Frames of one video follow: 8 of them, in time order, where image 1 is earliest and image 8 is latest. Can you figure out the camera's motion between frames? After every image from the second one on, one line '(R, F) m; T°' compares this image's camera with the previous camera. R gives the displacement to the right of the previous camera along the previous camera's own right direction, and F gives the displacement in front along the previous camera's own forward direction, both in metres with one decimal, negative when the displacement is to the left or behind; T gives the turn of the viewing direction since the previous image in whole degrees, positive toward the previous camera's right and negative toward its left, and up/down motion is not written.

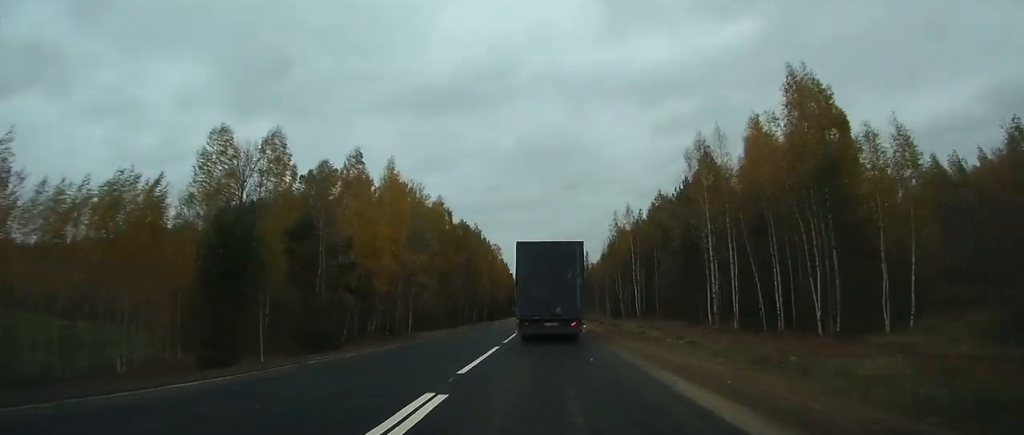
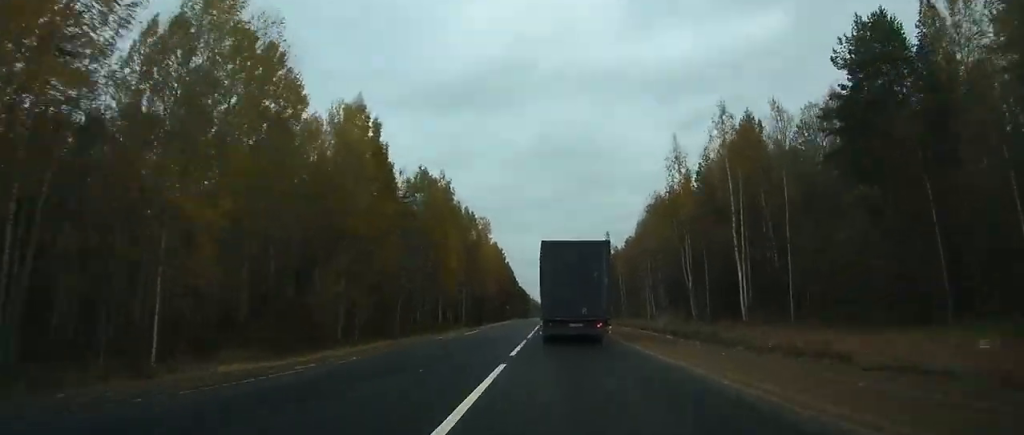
(-0.2, +57.8) m; 0°
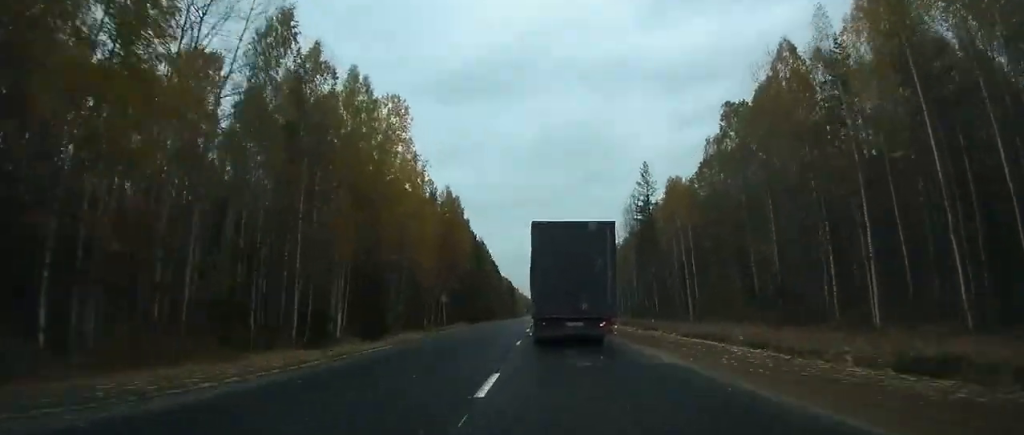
(+1.0, +75.3) m; 0°
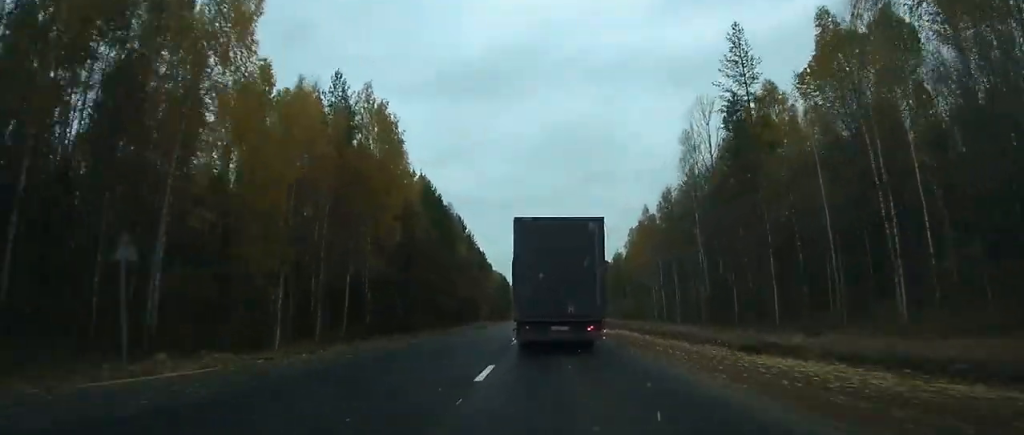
(-1.1, +45.1) m; 0°
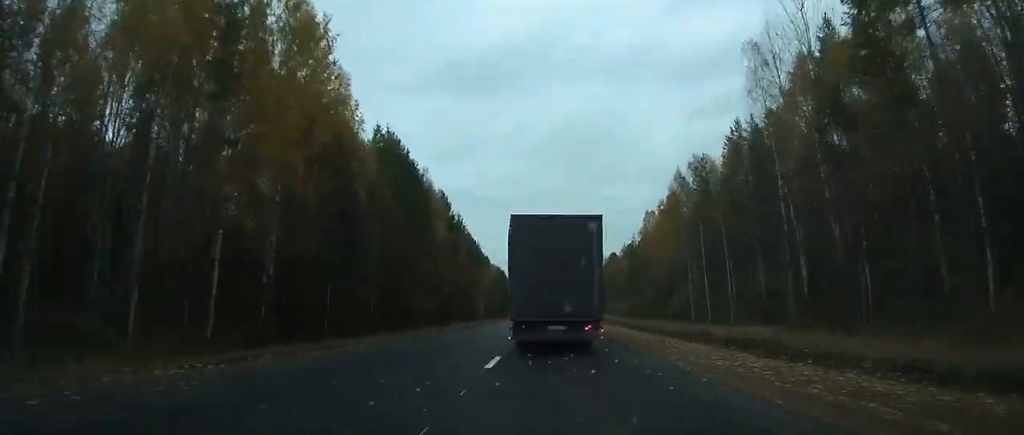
(+0.2, +21.6) m; 0°
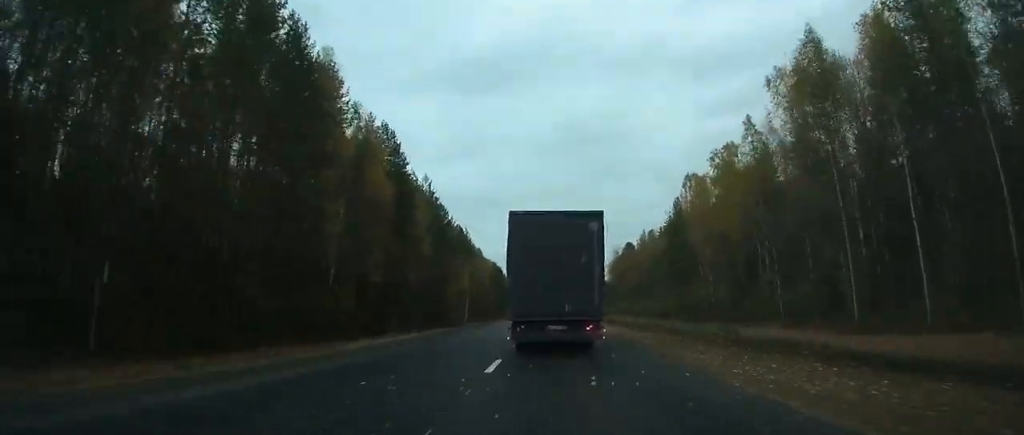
(+0.8, +36.3) m; +1°
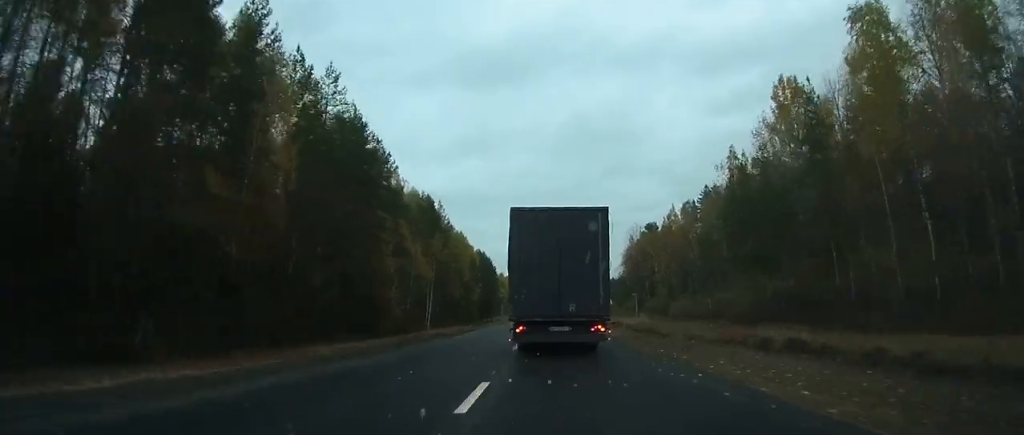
(-0.2, +42.8) m; 0°
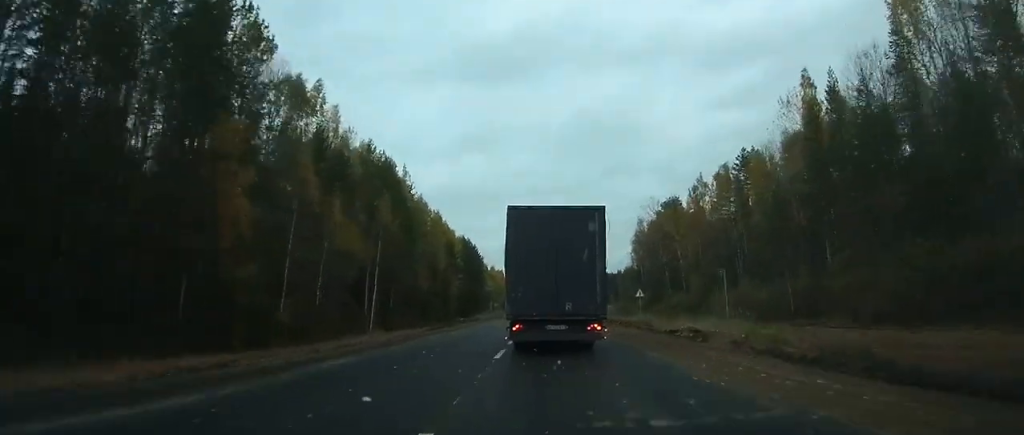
(0.0, +29.8) m; 0°
